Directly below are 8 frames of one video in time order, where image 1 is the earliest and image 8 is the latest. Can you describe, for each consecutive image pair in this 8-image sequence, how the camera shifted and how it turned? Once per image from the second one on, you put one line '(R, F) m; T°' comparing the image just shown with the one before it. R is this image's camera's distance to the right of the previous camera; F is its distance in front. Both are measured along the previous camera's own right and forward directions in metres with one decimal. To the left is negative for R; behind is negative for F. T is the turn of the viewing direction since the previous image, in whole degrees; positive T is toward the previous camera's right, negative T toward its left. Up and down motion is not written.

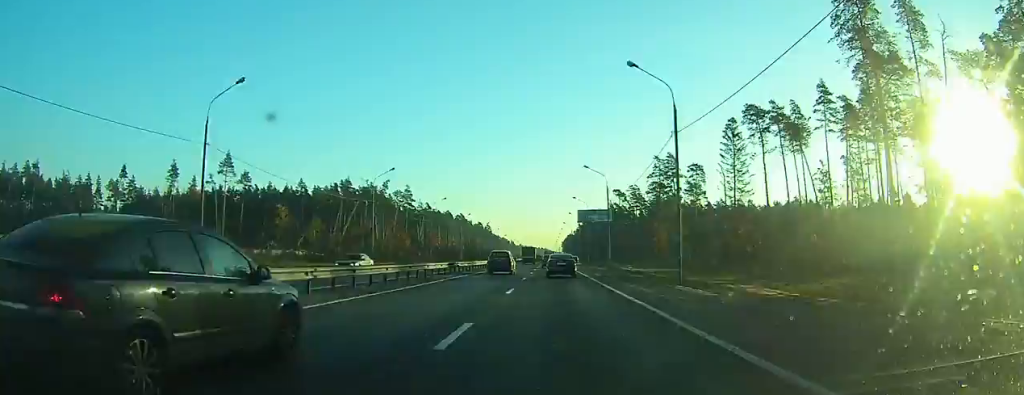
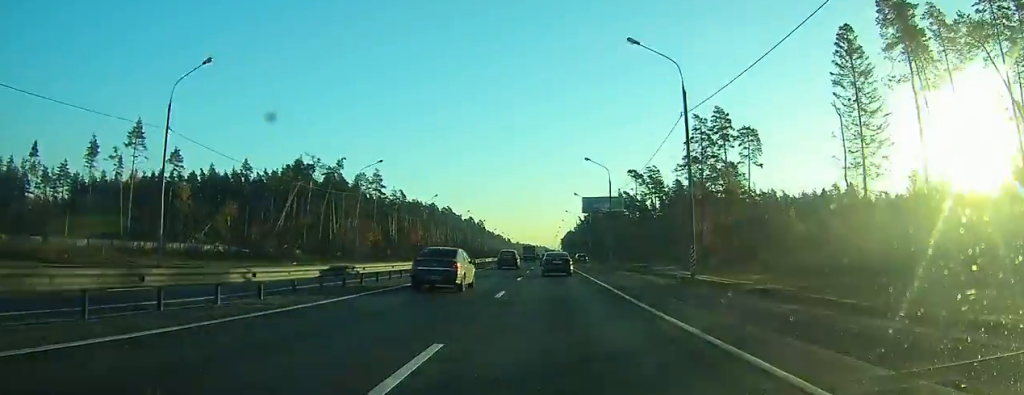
(+0.2, +38.4) m; 0°
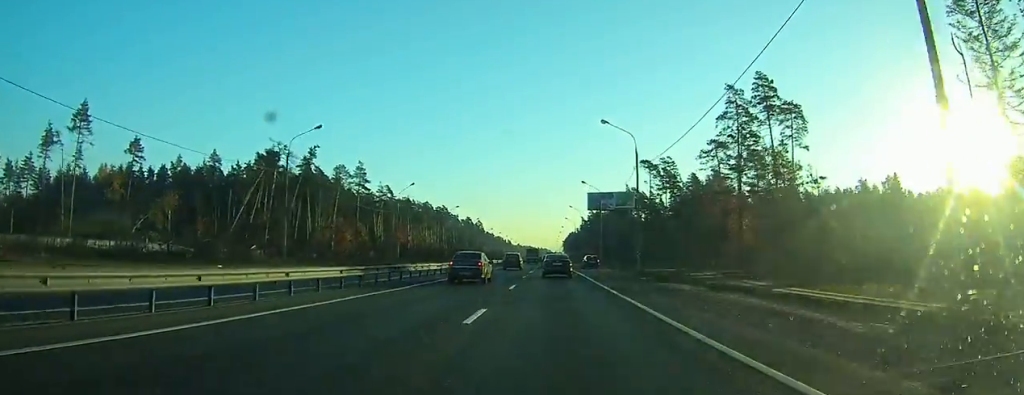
(0.0, +18.1) m; 0°
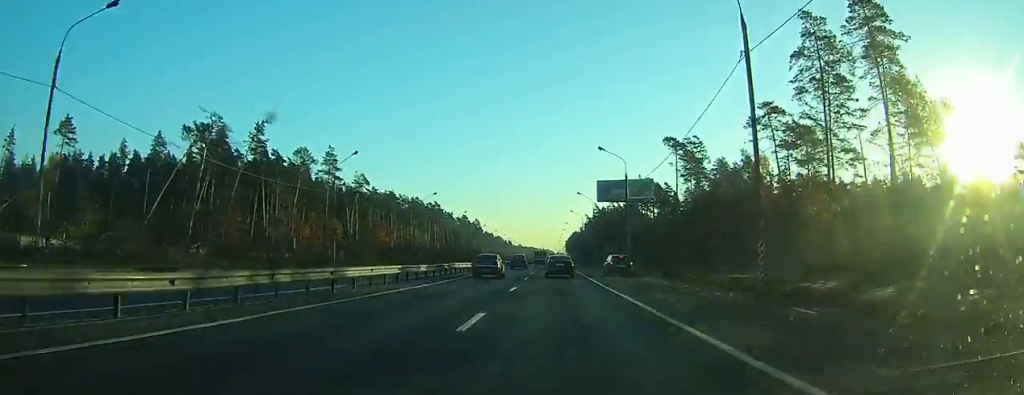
(0.0, +24.8) m; 0°
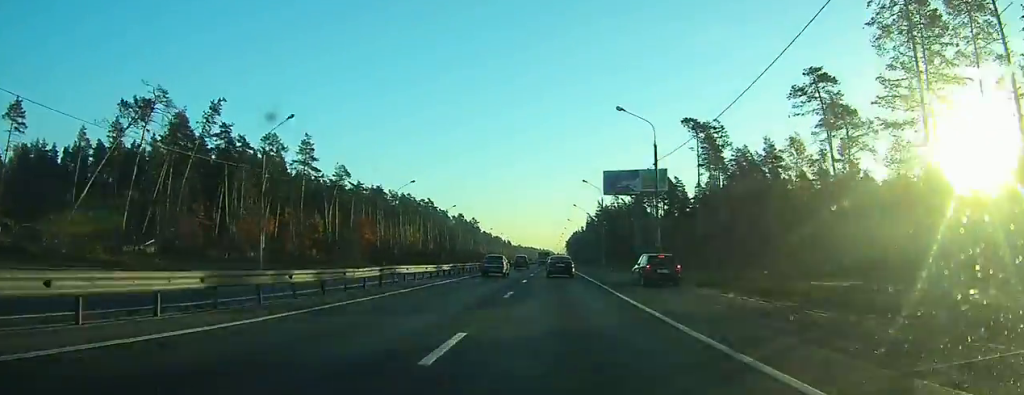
(0.0, +15.7) m; 0°
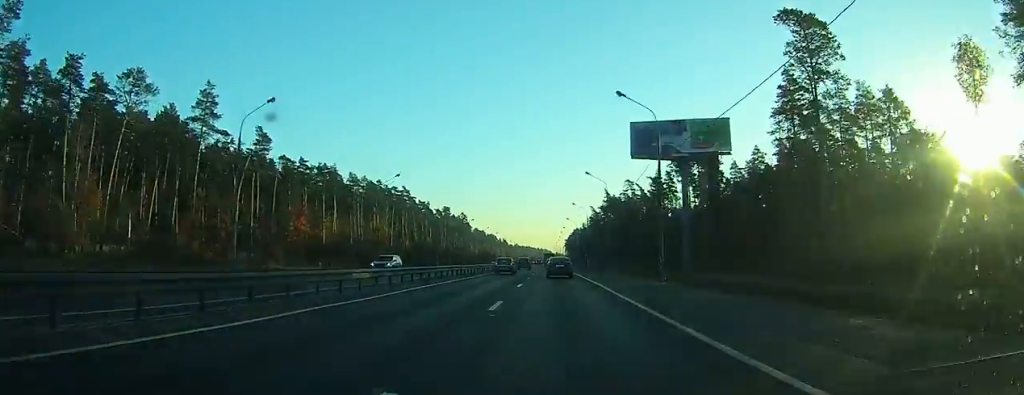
(-0.2, +42.6) m; 0°
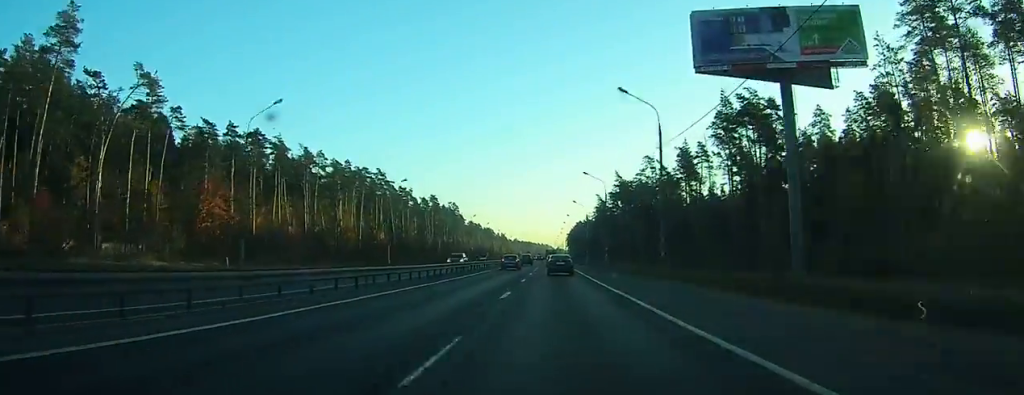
(-0.1, +32.8) m; 0°
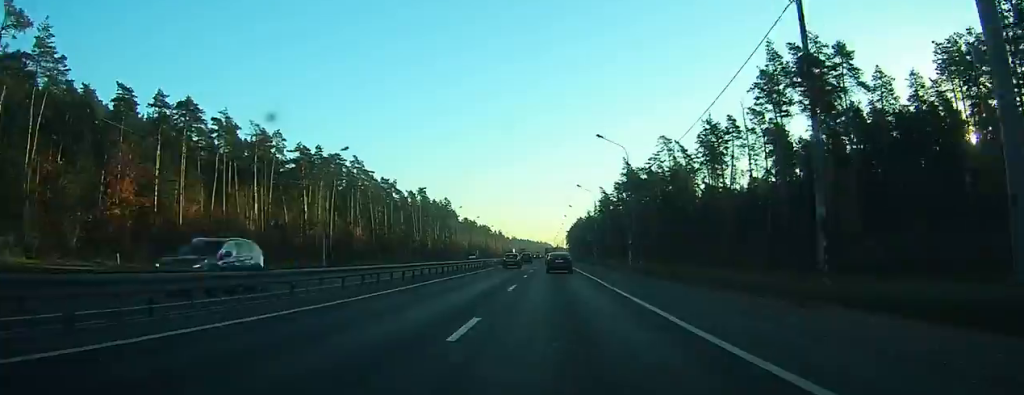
(0.0, +21.1) m; 0°
